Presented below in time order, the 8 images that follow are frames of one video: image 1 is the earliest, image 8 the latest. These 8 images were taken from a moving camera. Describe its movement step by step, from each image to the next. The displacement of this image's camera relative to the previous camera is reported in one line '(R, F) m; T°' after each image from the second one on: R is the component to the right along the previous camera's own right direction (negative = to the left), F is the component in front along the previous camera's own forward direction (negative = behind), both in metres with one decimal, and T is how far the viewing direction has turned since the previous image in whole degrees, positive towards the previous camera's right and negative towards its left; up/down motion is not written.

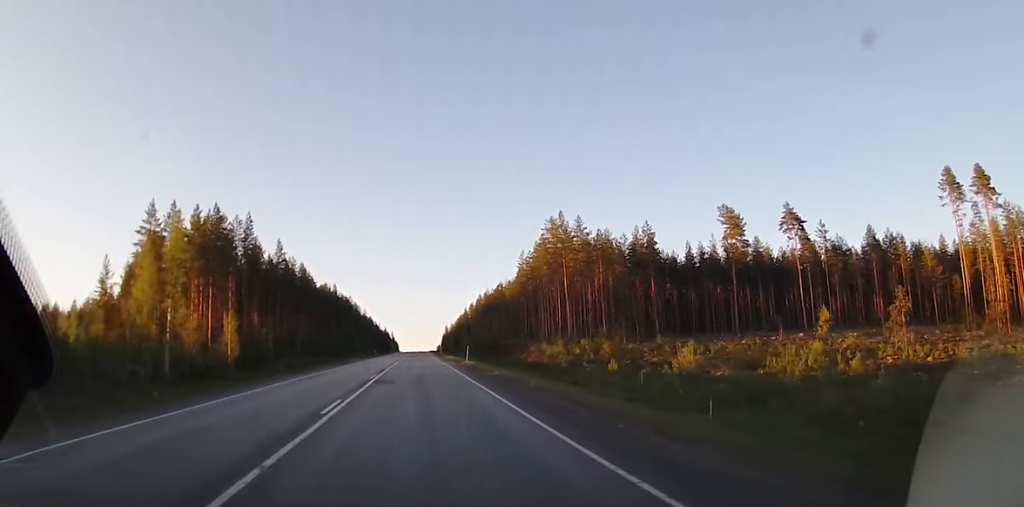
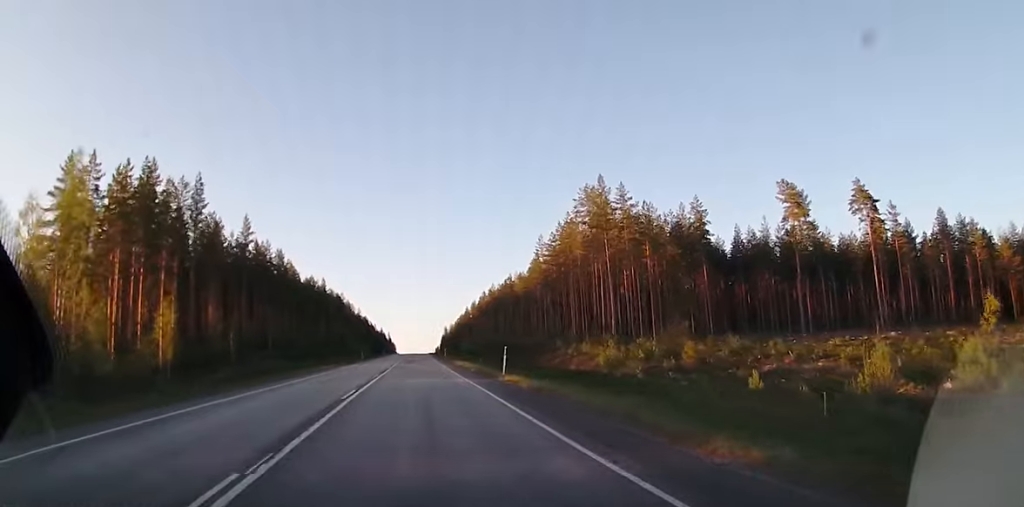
(-0.2, +20.4) m; 0°
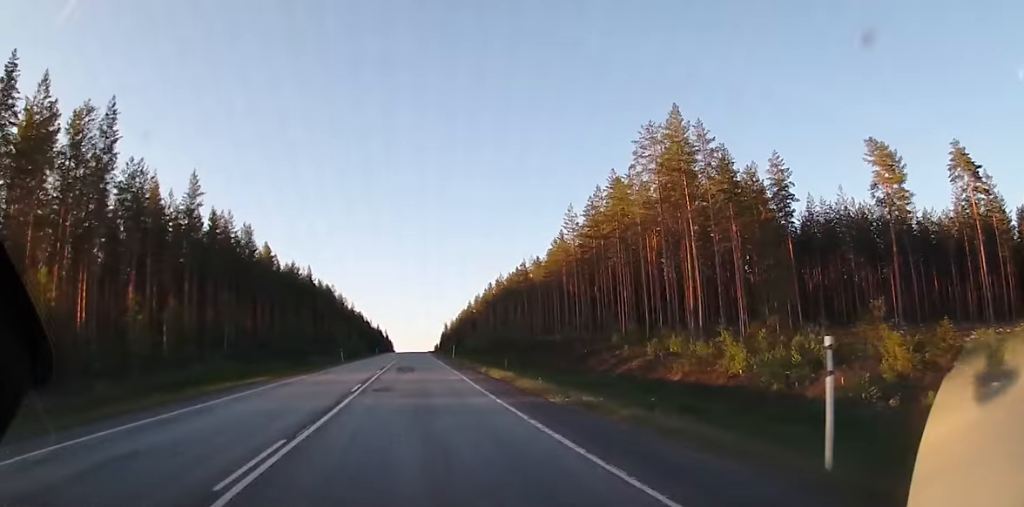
(+0.1, +21.1) m; +1°
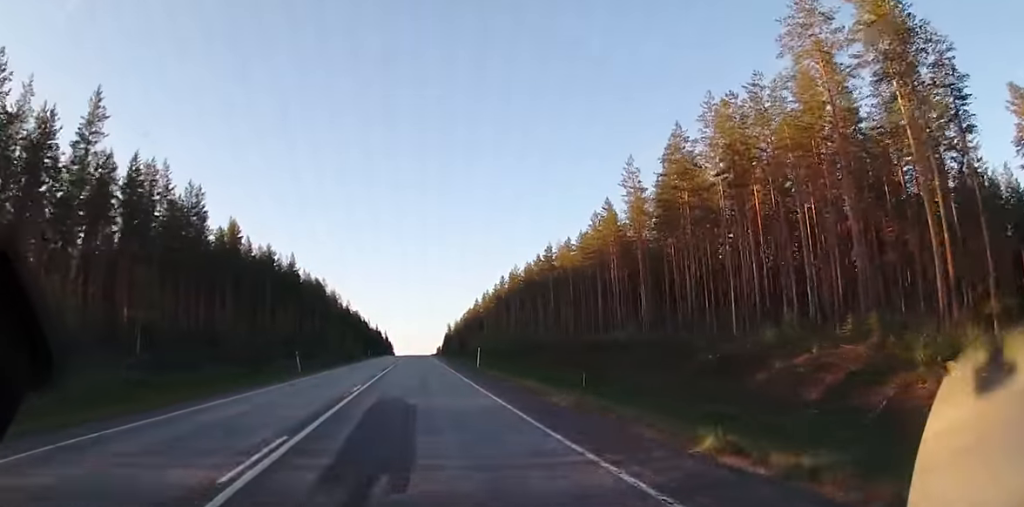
(+0.1, +23.2) m; 0°
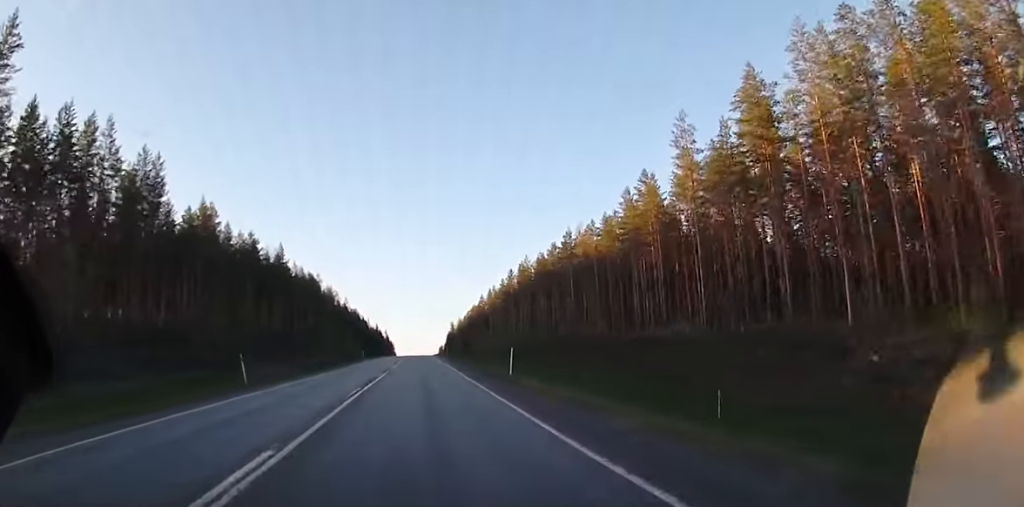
(0.0, +12.7) m; 0°
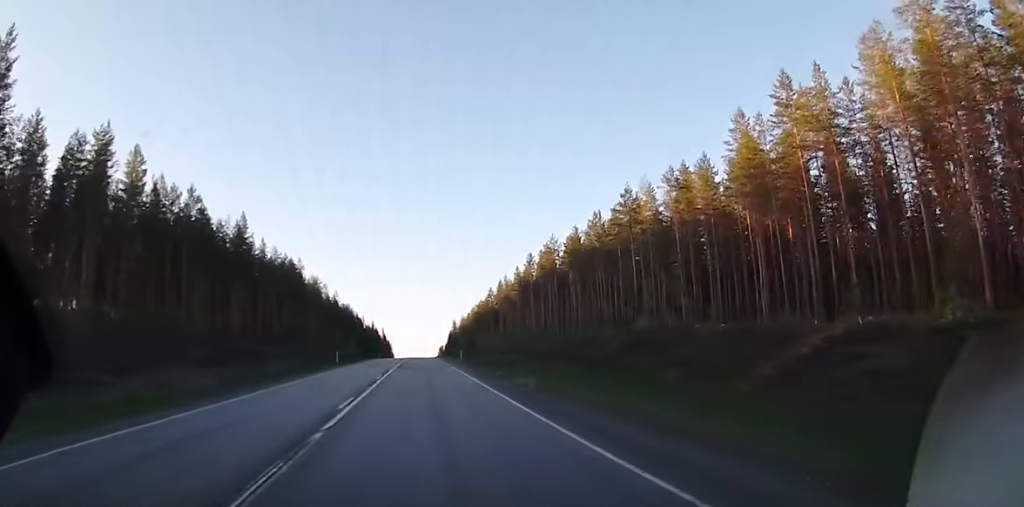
(-0.1, +26.9) m; 0°
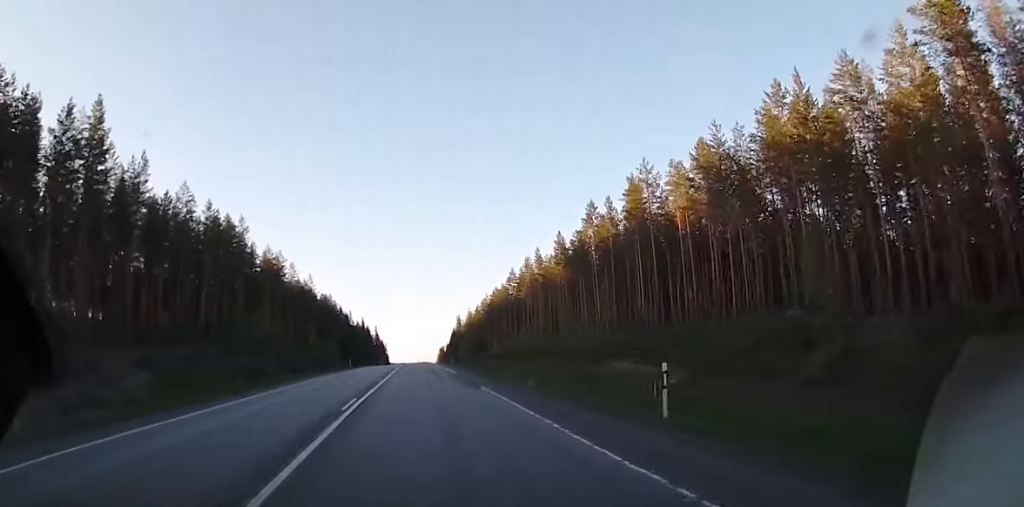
(-0.3, +46.9) m; +1°
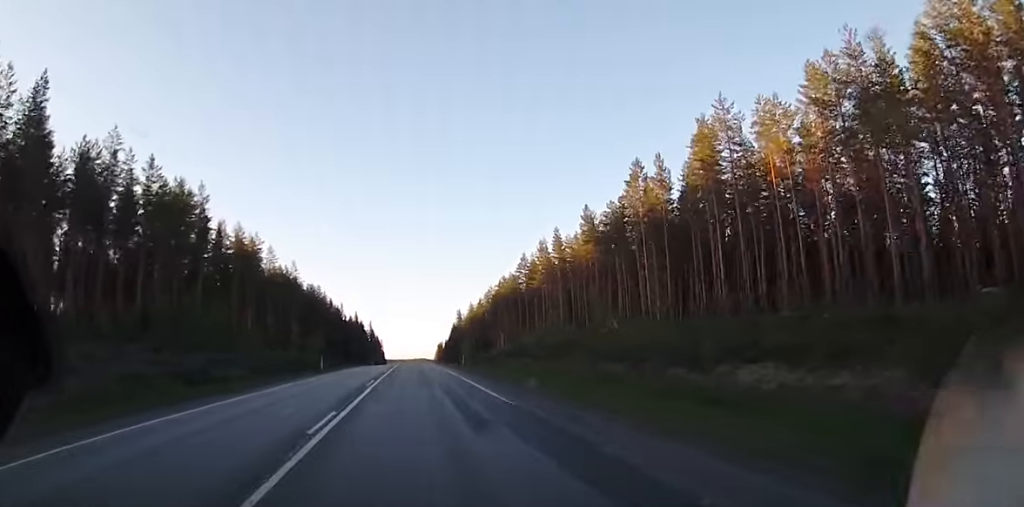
(+0.4, +18.5) m; -1°
